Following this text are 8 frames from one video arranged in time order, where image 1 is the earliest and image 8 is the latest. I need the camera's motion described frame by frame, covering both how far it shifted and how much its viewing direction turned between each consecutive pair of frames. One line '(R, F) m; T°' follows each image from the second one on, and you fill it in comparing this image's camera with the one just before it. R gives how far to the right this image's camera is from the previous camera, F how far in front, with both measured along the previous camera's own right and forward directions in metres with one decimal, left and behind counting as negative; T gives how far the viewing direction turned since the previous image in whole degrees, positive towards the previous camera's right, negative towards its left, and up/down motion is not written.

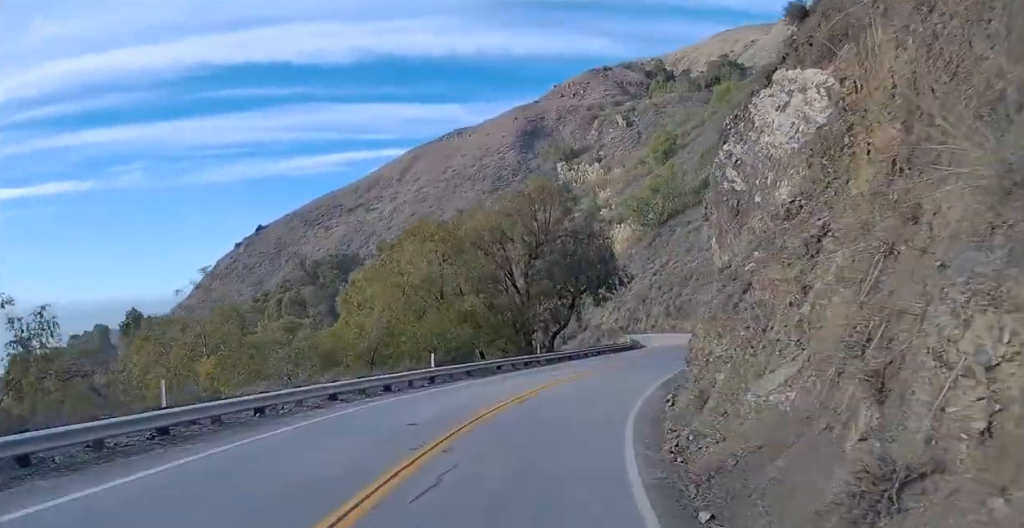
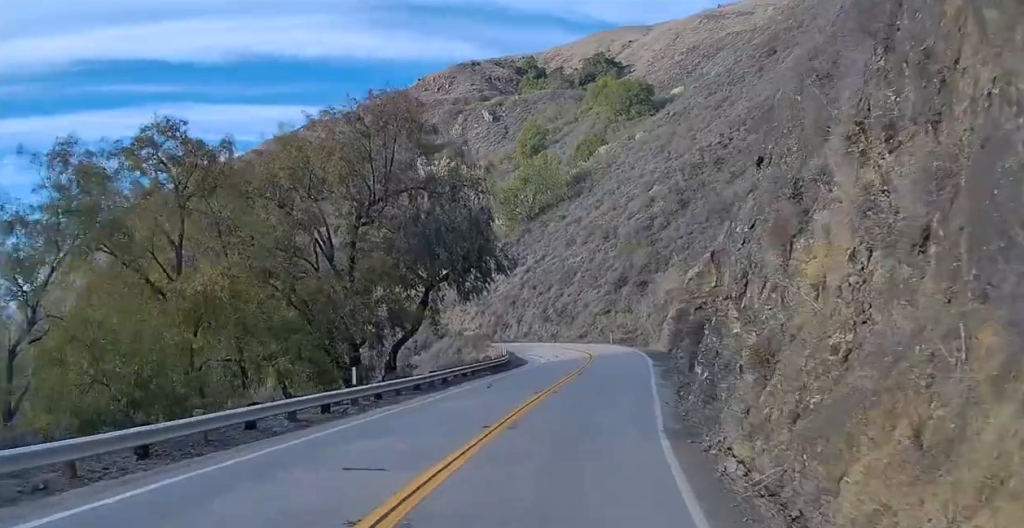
(+1.6, +17.6) m; +11°
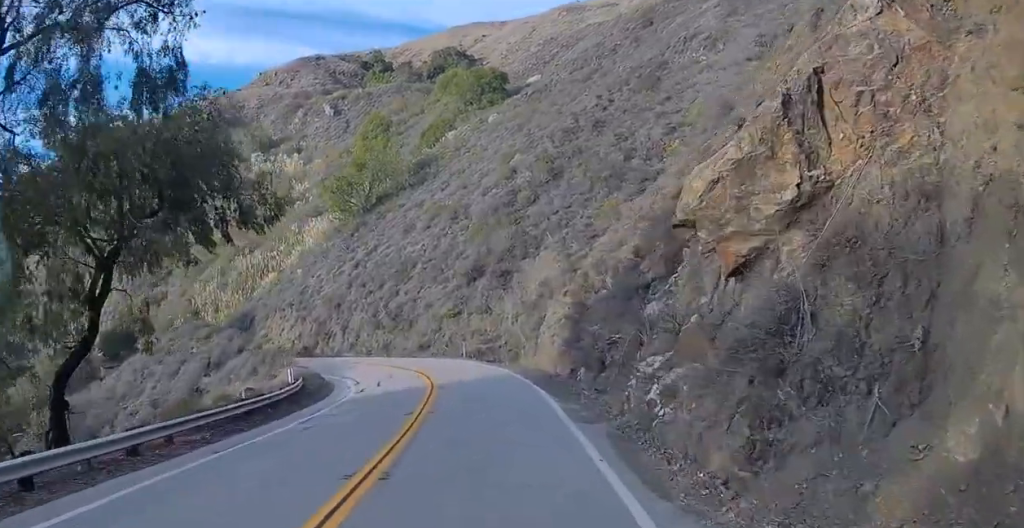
(+1.4, +19.4) m; +4°
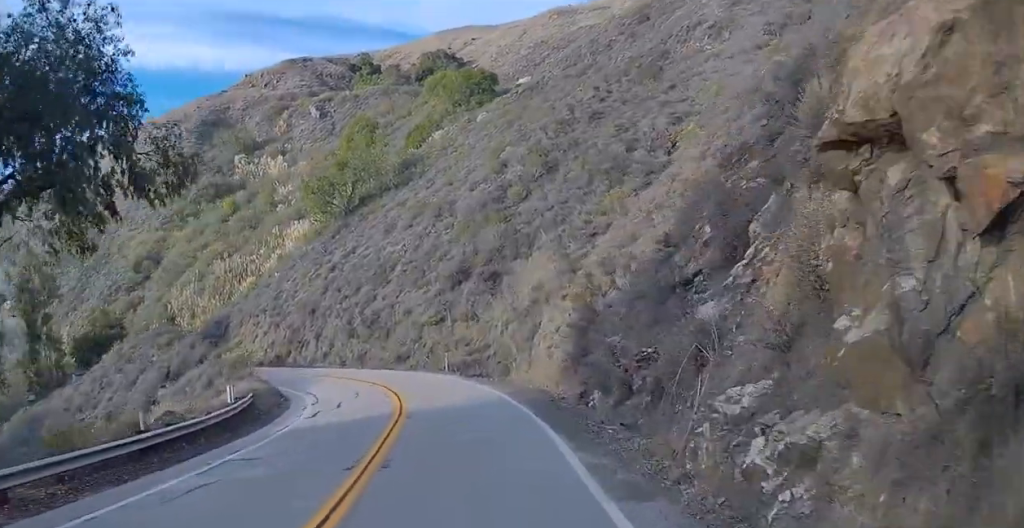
(-0.1, +5.1) m; -1°
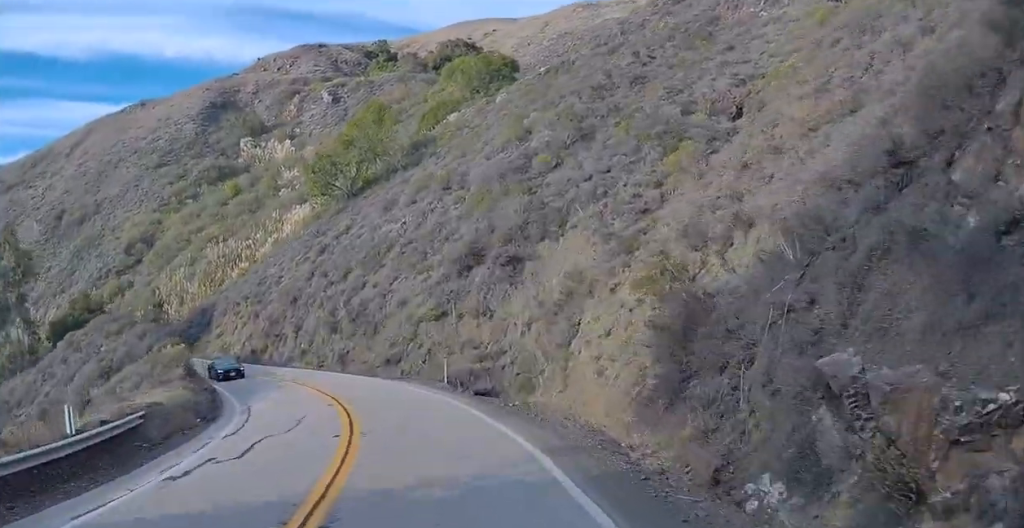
(-0.2, +9.8) m; -1°
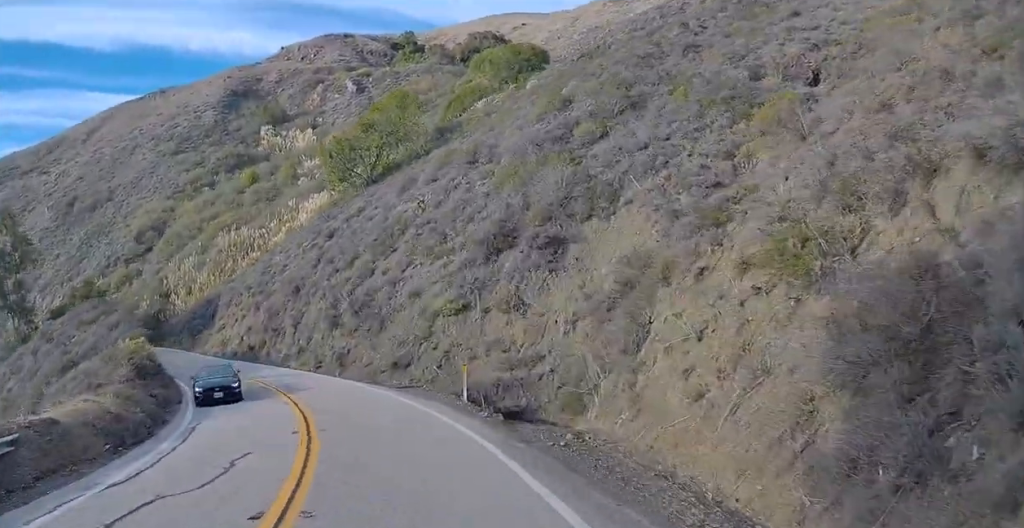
(-0.1, +6.9) m; -1°
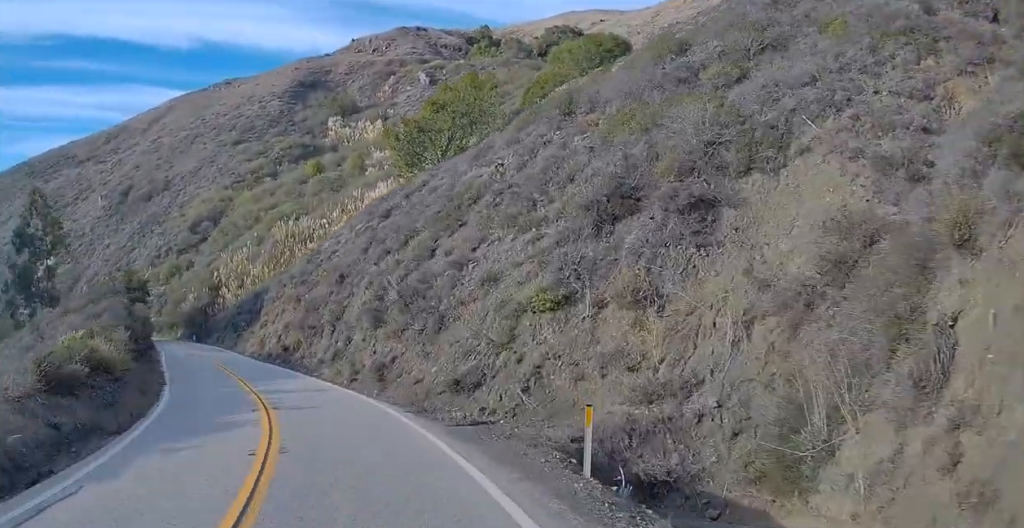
(0.0, +9.3) m; -2°
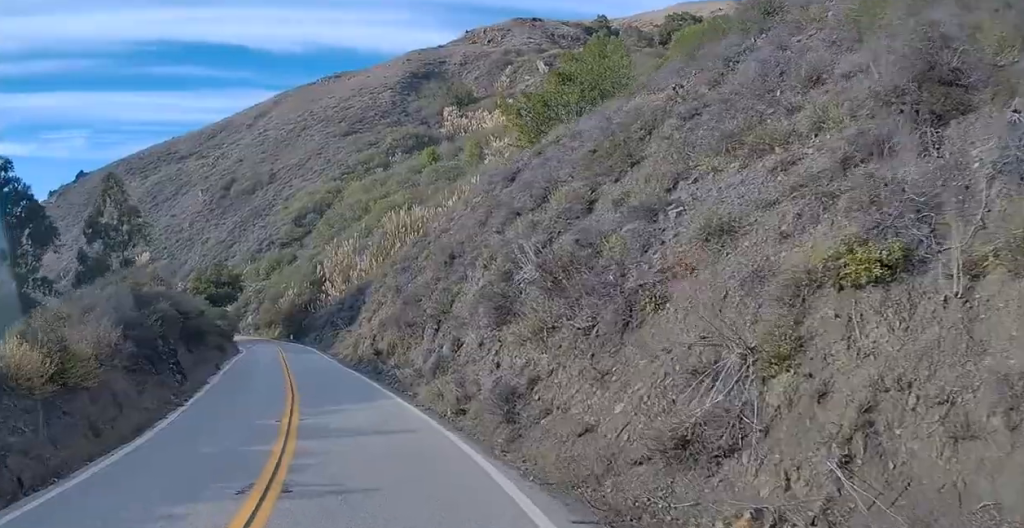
(-0.3, +11.4) m; -6°
